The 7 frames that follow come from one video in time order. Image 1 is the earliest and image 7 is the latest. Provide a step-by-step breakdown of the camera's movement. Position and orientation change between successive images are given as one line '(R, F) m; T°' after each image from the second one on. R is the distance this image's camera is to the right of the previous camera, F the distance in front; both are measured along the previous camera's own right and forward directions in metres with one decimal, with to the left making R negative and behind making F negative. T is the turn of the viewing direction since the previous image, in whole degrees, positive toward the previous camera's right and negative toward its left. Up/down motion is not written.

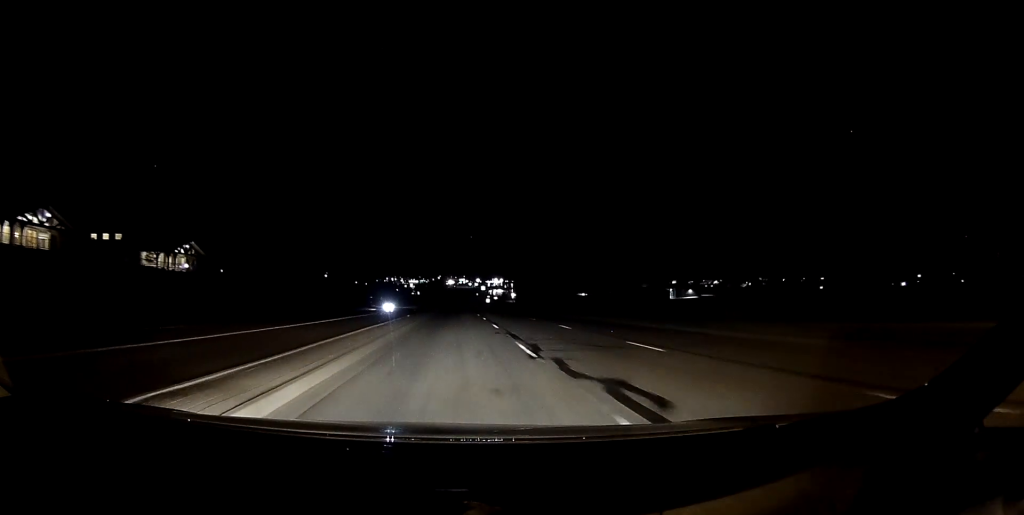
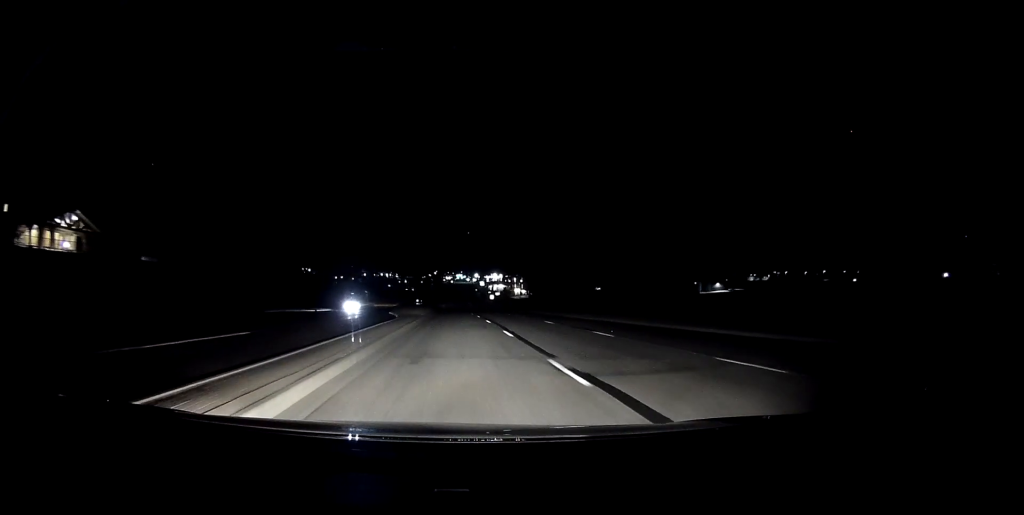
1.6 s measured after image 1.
(+0.1, +30.5) m; +1°
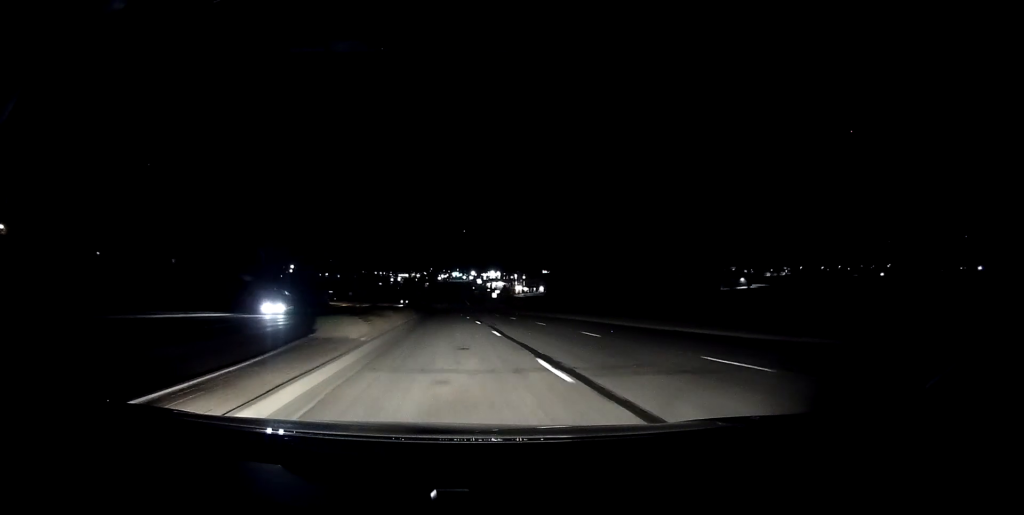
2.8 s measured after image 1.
(+0.1, +23.6) m; 0°
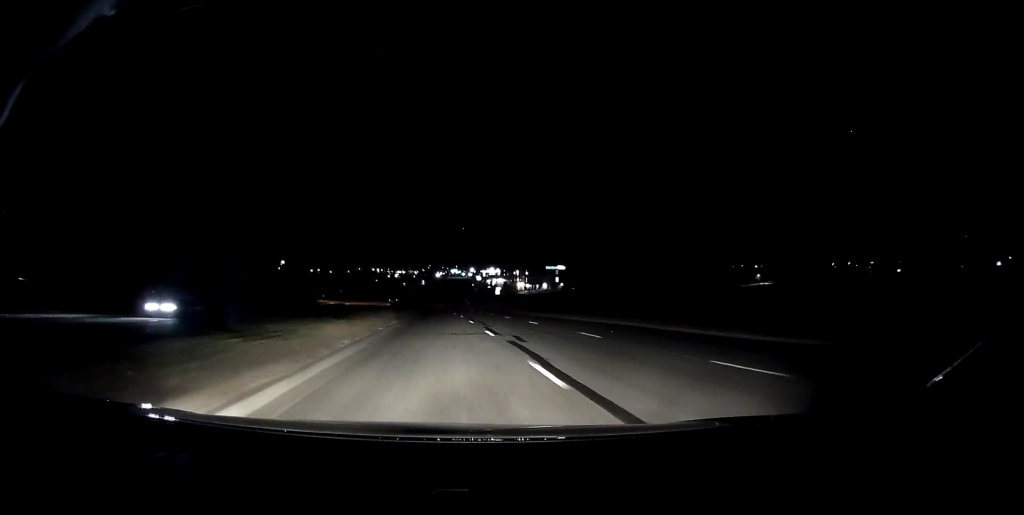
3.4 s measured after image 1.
(-0.1, +12.7) m; -1°
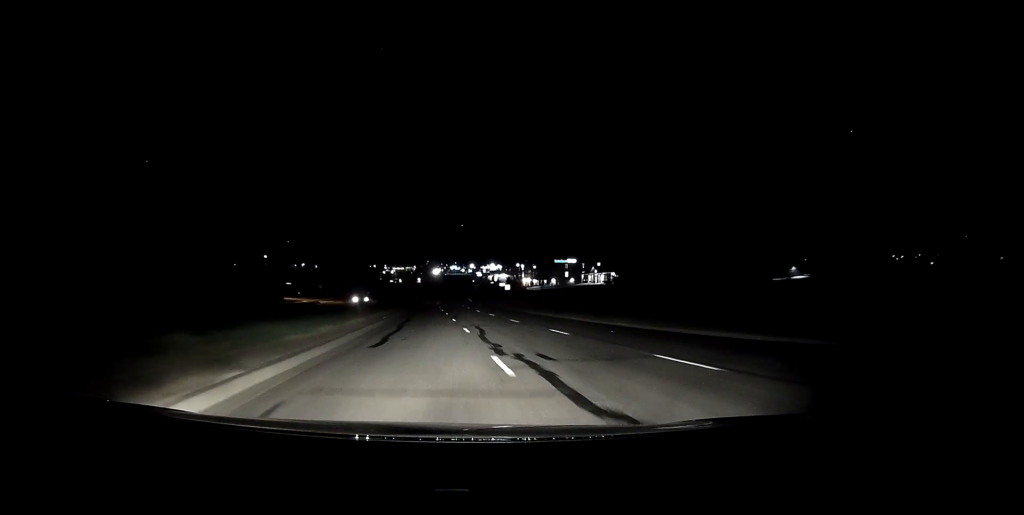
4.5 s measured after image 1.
(-0.2, +23.1) m; -1°
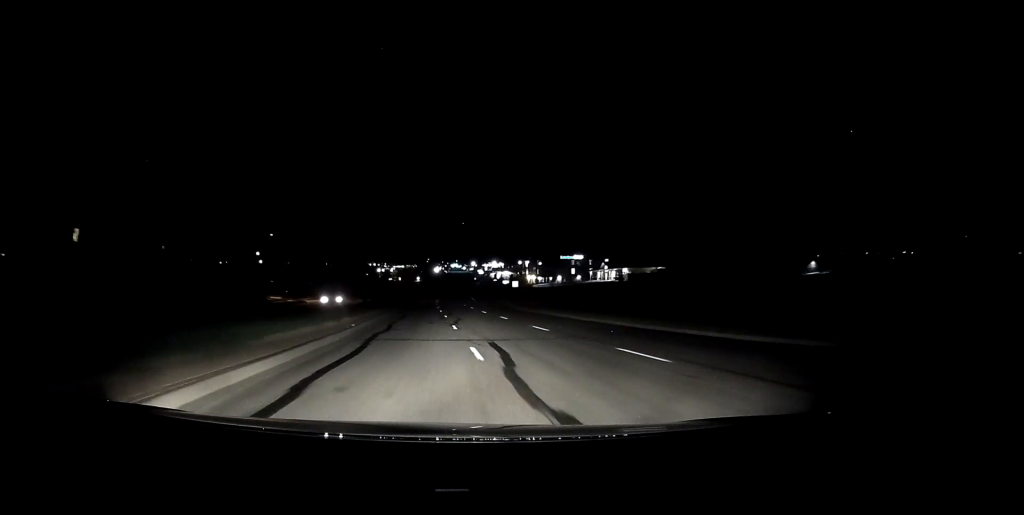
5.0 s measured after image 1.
(-0.1, +10.3) m; 0°
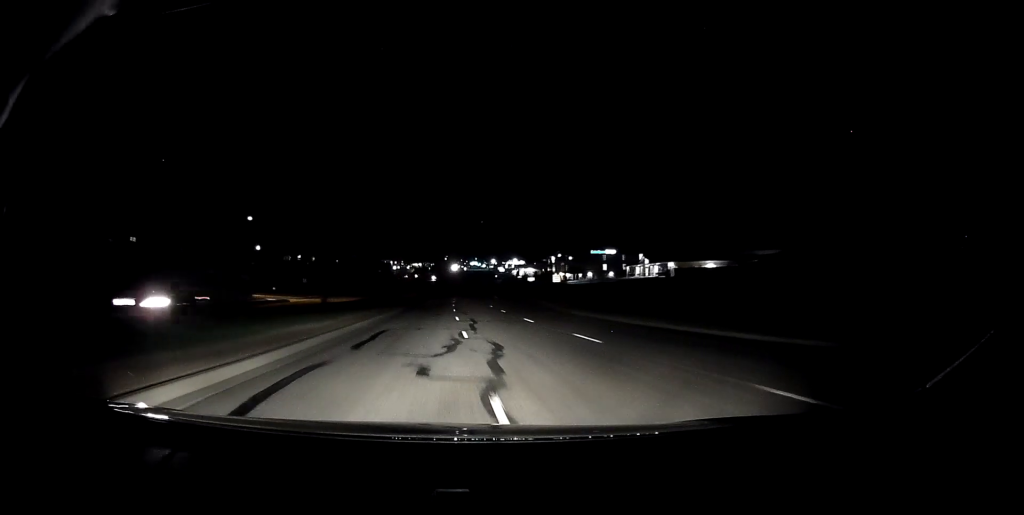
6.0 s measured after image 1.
(-0.2, +19.4) m; -1°
